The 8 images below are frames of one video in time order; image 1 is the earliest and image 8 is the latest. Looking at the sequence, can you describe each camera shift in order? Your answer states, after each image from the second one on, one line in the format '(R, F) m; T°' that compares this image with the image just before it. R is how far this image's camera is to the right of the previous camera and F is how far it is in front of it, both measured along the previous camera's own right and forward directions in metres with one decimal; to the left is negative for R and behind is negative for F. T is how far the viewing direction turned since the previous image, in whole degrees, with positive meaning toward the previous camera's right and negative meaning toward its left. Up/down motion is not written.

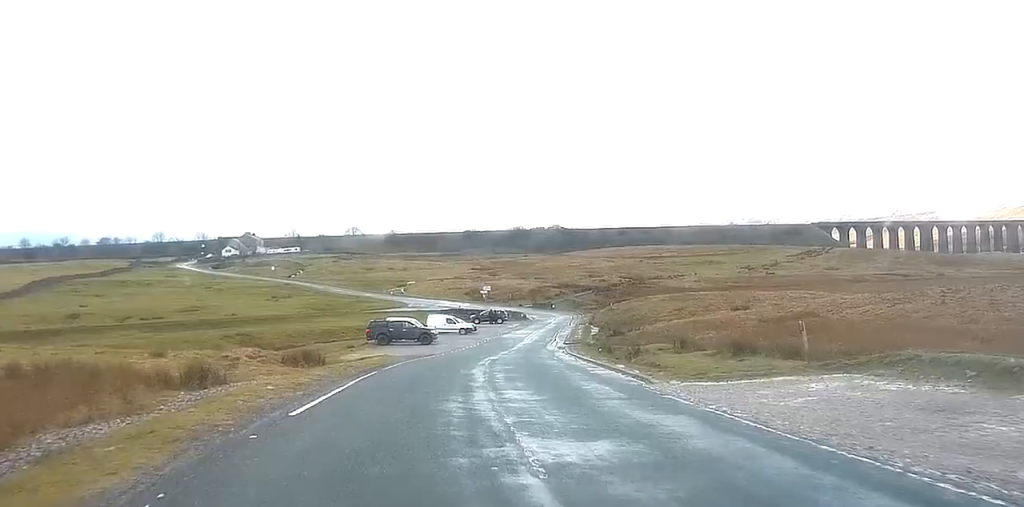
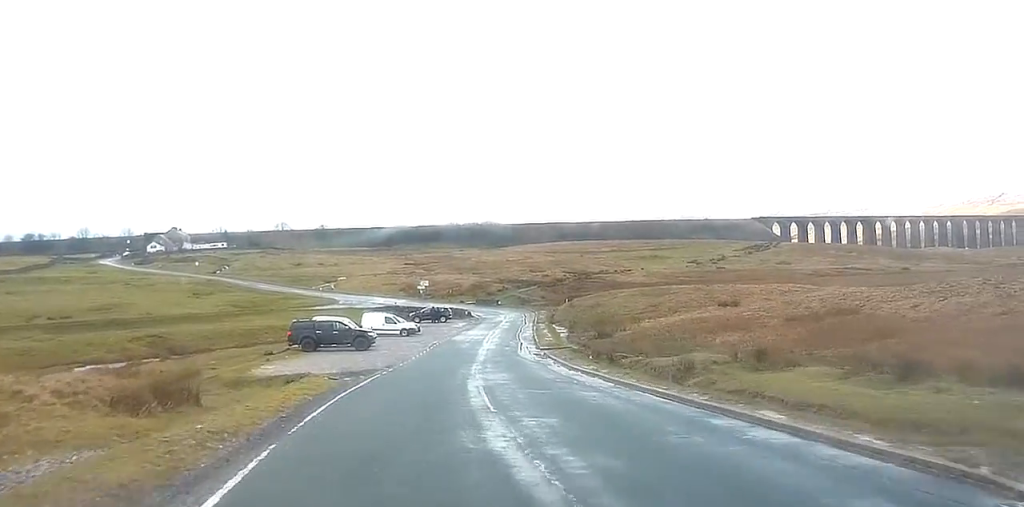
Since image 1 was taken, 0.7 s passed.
(+0.2, +13.1) m; +5°
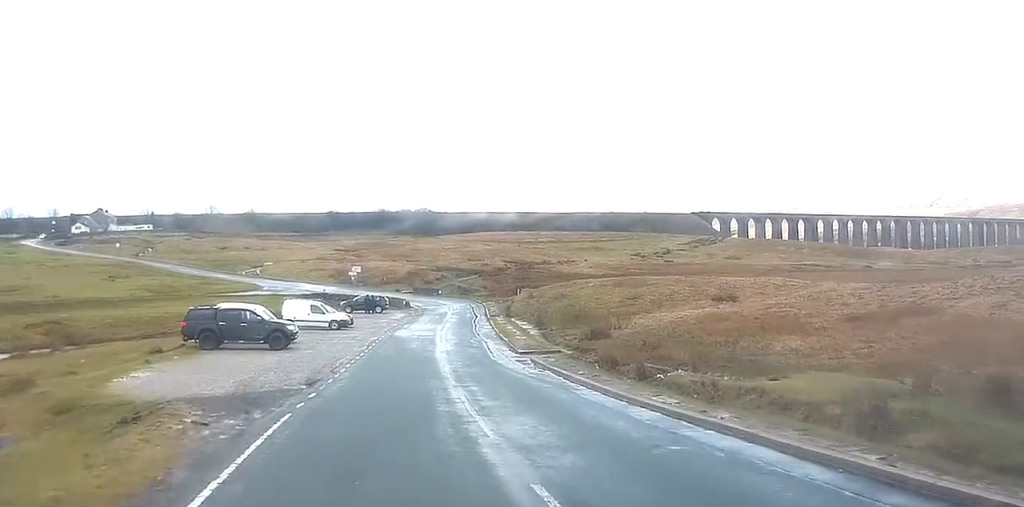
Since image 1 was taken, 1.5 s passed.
(+0.9, +12.7) m; +4°
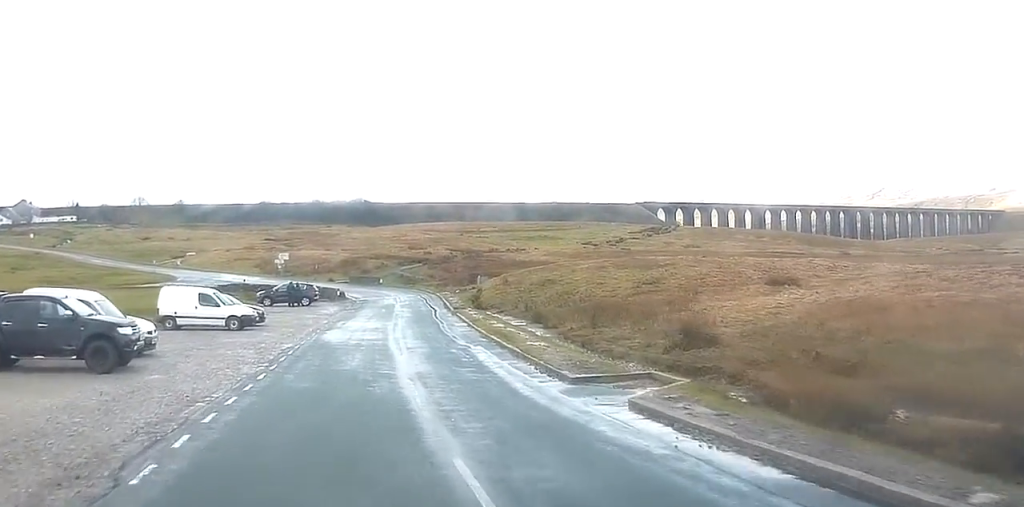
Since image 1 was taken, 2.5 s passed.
(+0.8, +18.6) m; +3°
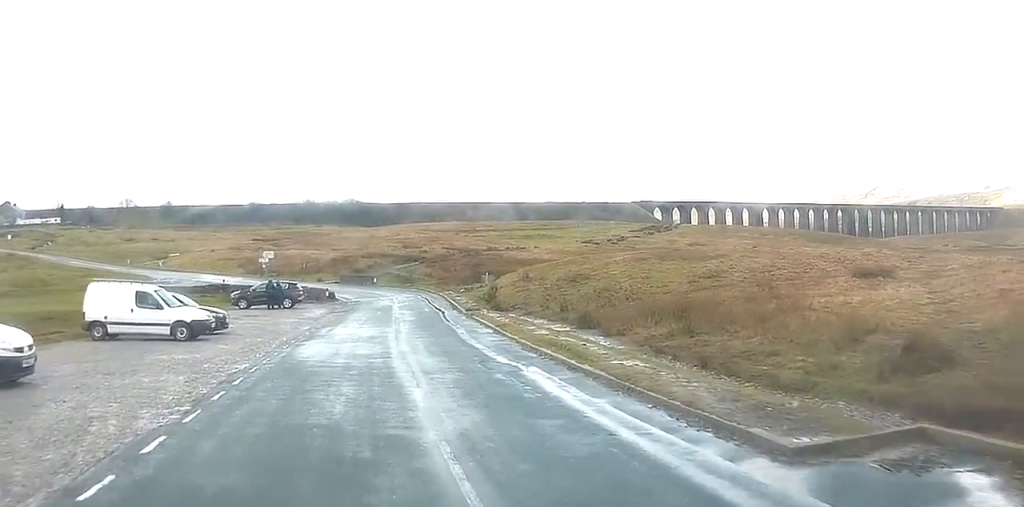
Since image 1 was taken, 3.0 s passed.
(+0.1, +8.5) m; +1°
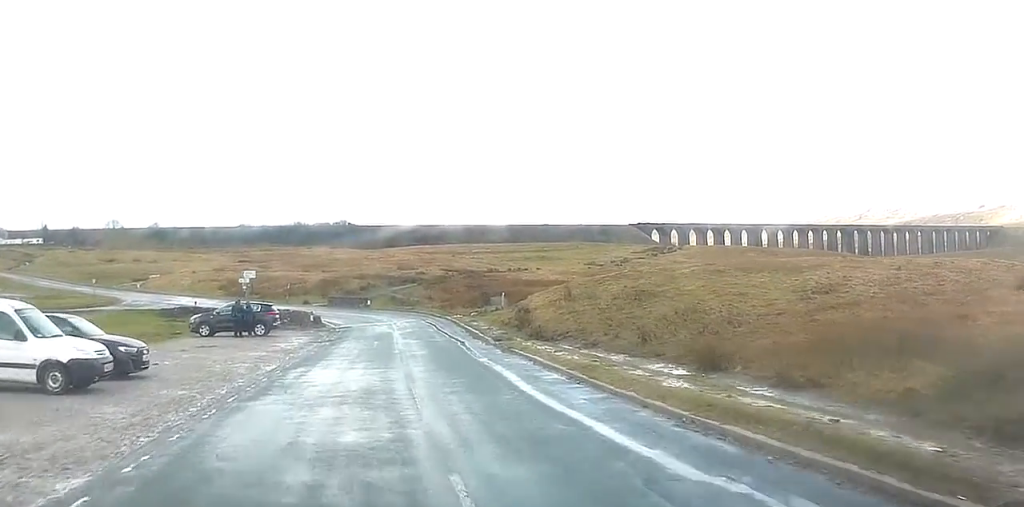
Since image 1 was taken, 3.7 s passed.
(0.0, +9.2) m; +1°
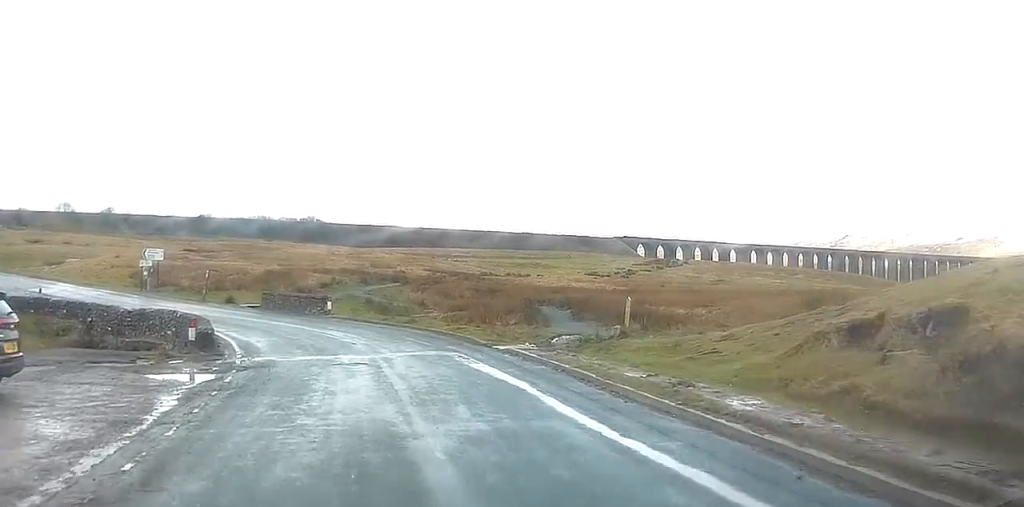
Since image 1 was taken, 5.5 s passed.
(+1.0, +27.4) m; +1°
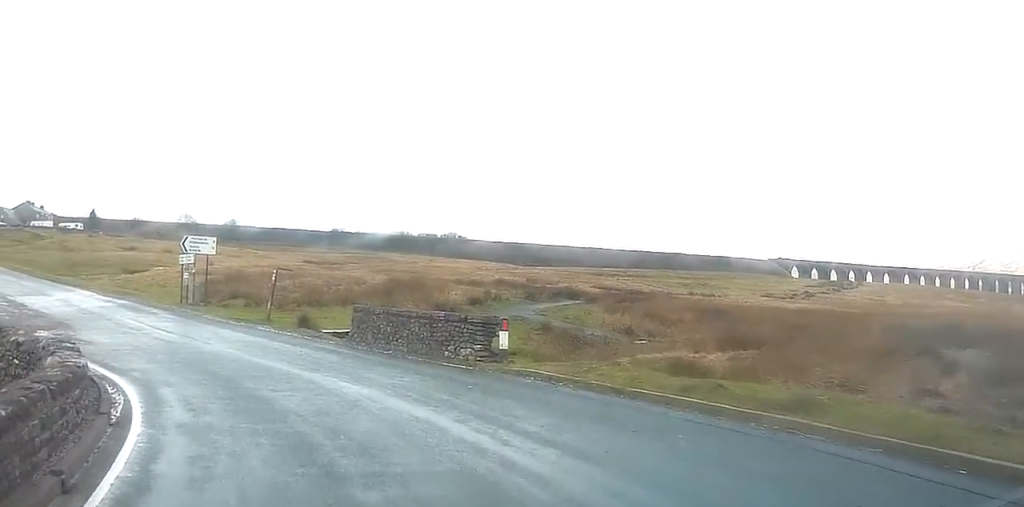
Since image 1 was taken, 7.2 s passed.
(-1.4, +21.8) m; -11°
